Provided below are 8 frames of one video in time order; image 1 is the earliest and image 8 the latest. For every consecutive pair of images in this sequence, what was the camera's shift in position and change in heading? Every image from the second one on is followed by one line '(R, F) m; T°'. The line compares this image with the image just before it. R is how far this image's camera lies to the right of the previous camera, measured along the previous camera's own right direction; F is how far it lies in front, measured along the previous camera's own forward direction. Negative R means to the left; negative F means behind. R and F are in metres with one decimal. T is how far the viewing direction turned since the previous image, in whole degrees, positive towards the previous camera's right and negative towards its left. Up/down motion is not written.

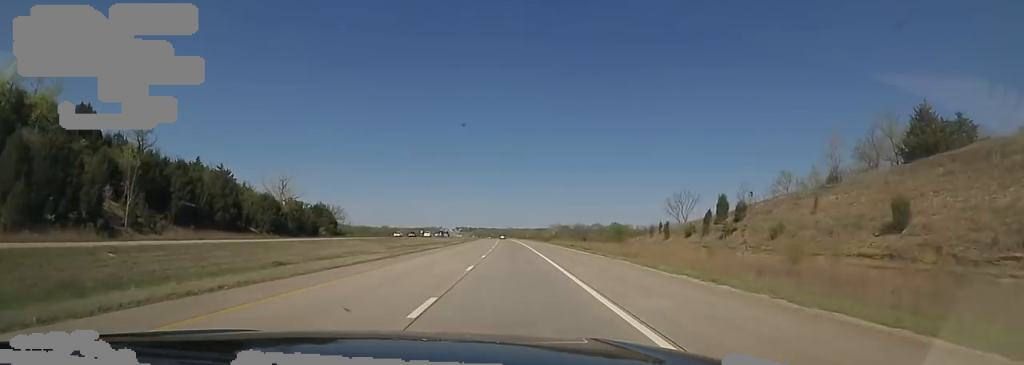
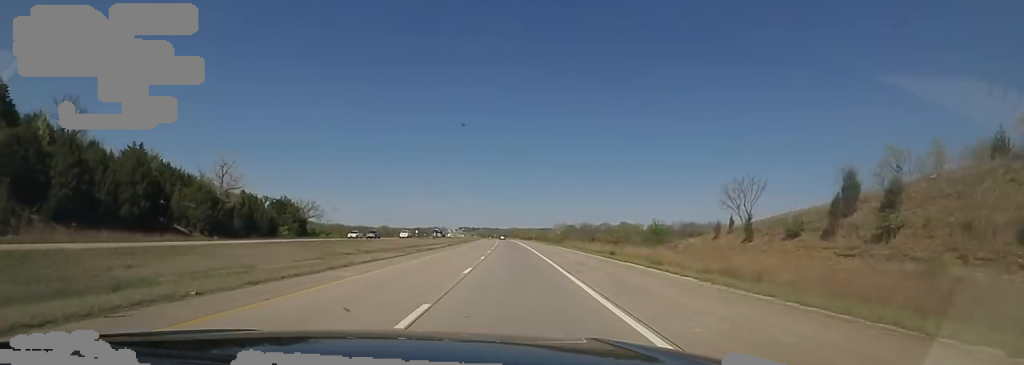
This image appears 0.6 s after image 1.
(+0.6, +20.9) m; +1°
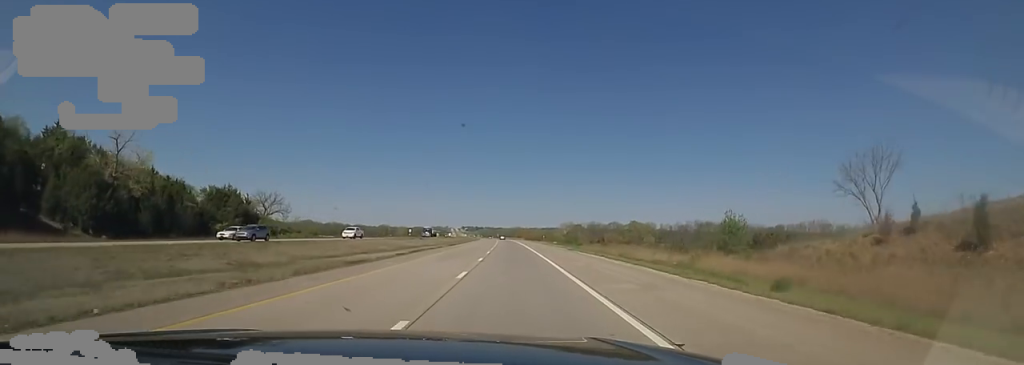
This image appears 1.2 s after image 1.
(0.0, +22.2) m; -1°
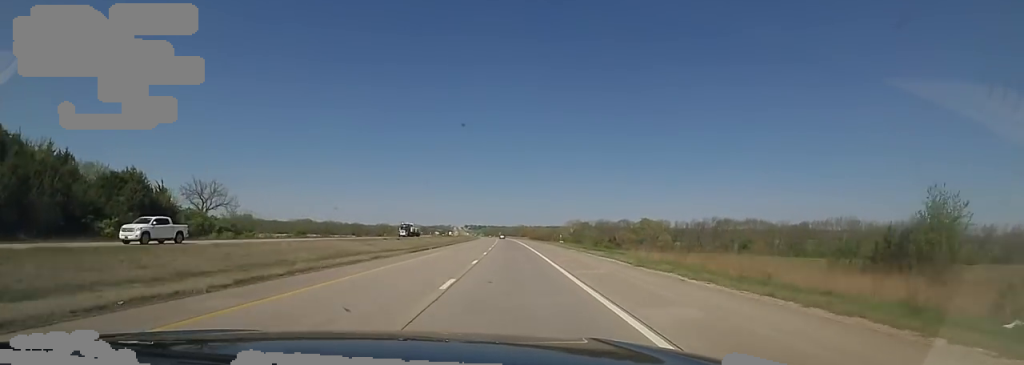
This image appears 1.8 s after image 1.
(0.0, +23.4) m; -1°
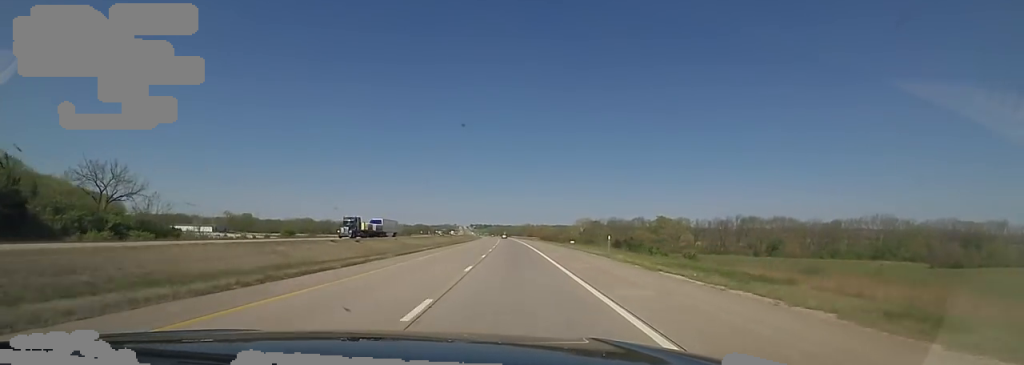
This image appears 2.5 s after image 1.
(-0.7, +24.5) m; -1°
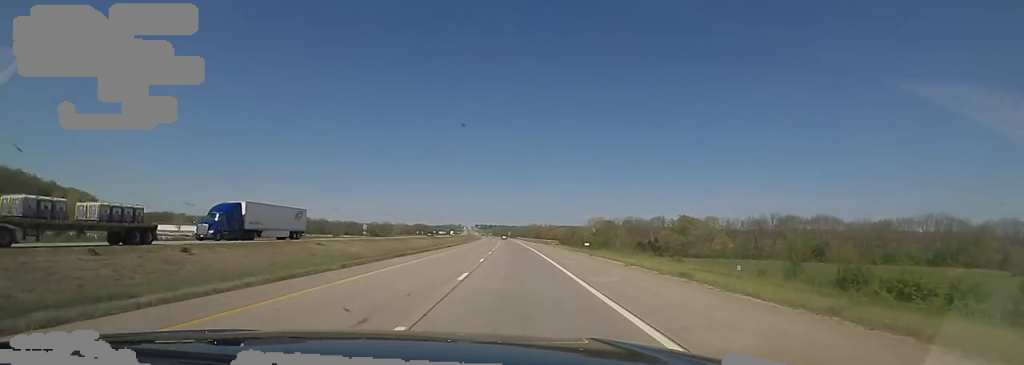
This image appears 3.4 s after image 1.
(-0.2, +32.8) m; 0°
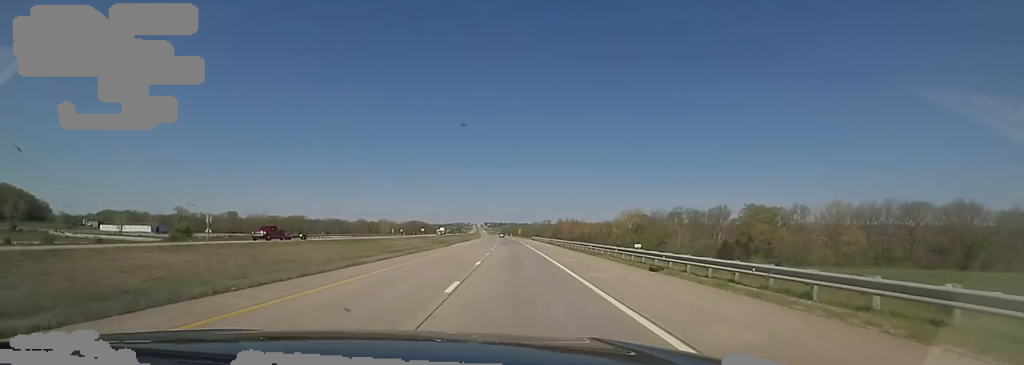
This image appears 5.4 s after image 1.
(0.0, +72.6) m; -2°
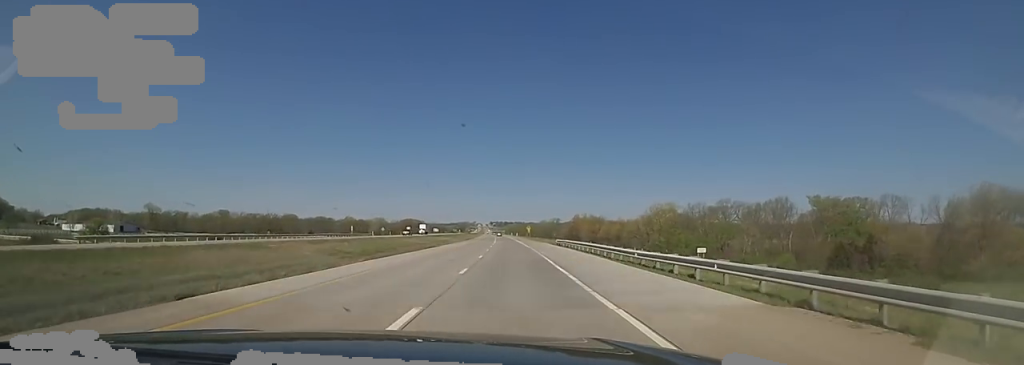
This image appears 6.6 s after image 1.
(-1.6, +45.0) m; -1°
